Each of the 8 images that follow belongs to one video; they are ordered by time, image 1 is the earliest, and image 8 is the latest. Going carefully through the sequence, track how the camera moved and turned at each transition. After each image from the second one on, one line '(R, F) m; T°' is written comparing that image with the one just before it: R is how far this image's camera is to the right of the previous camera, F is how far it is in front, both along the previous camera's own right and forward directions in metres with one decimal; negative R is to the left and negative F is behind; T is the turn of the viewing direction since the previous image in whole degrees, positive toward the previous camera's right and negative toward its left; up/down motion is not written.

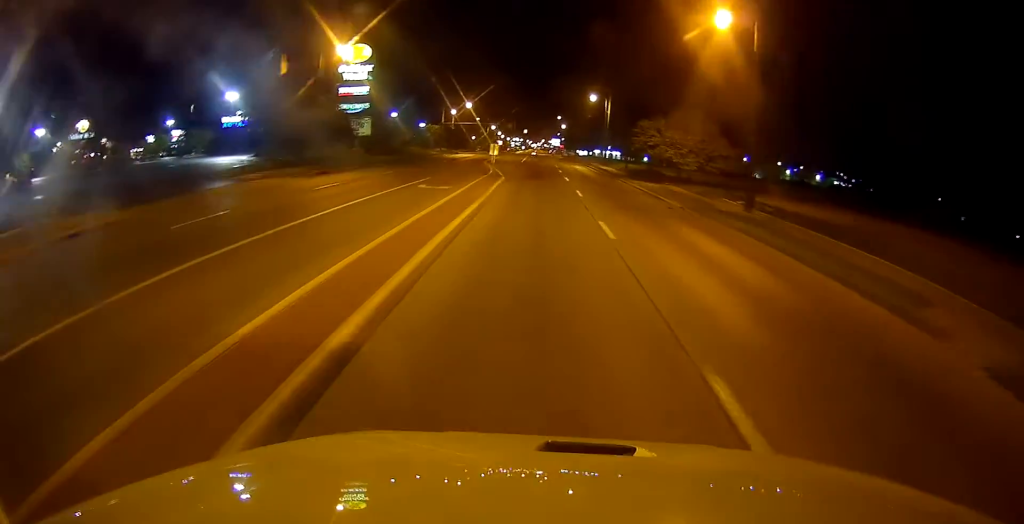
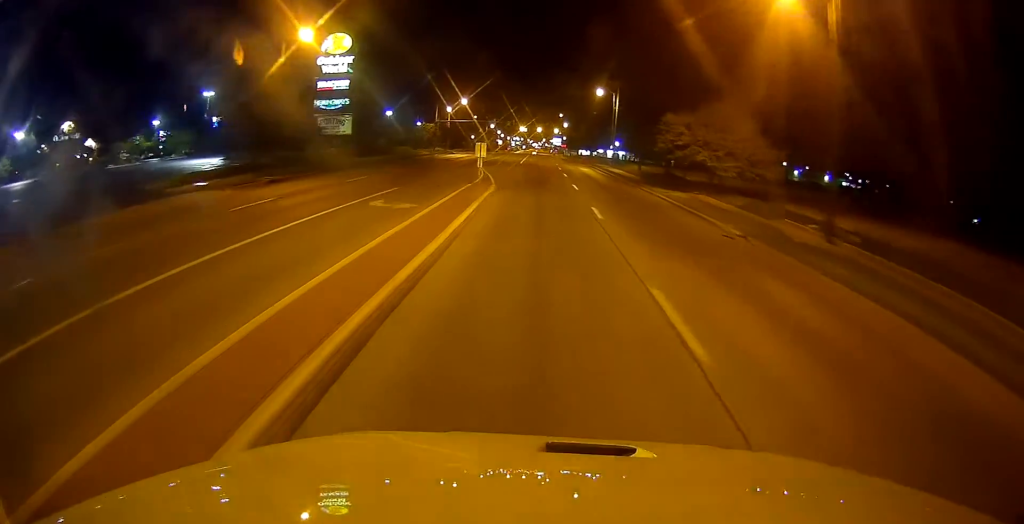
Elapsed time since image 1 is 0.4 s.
(-0.1, +8.2) m; +1°
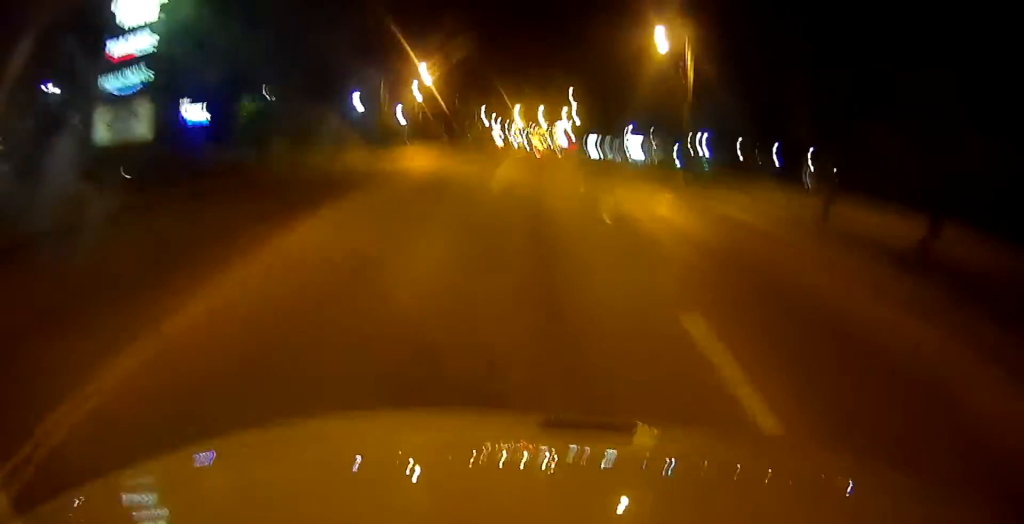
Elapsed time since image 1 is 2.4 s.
(+0.3, +37.5) m; -1°
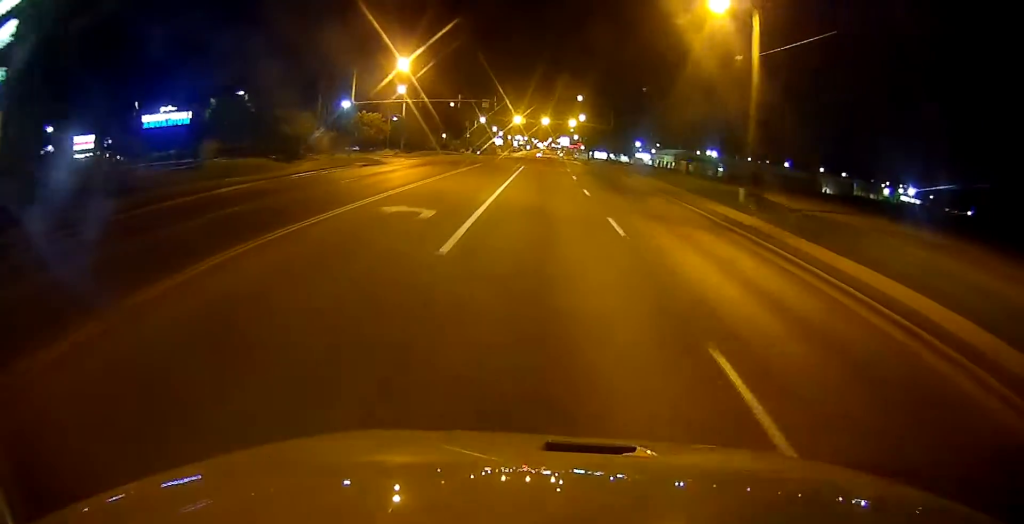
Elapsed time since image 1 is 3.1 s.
(-0.1, +12.5) m; 0°
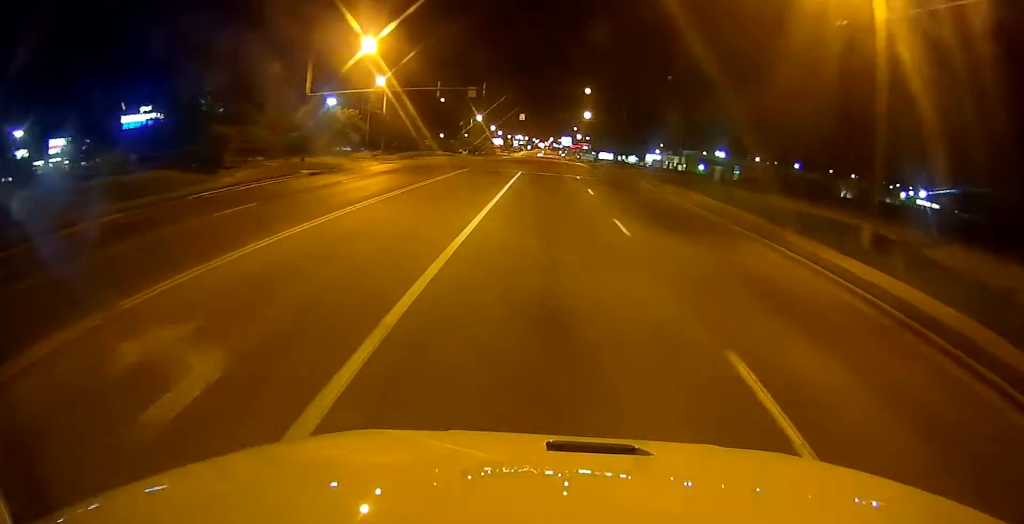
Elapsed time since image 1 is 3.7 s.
(-0.1, +11.8) m; +1°
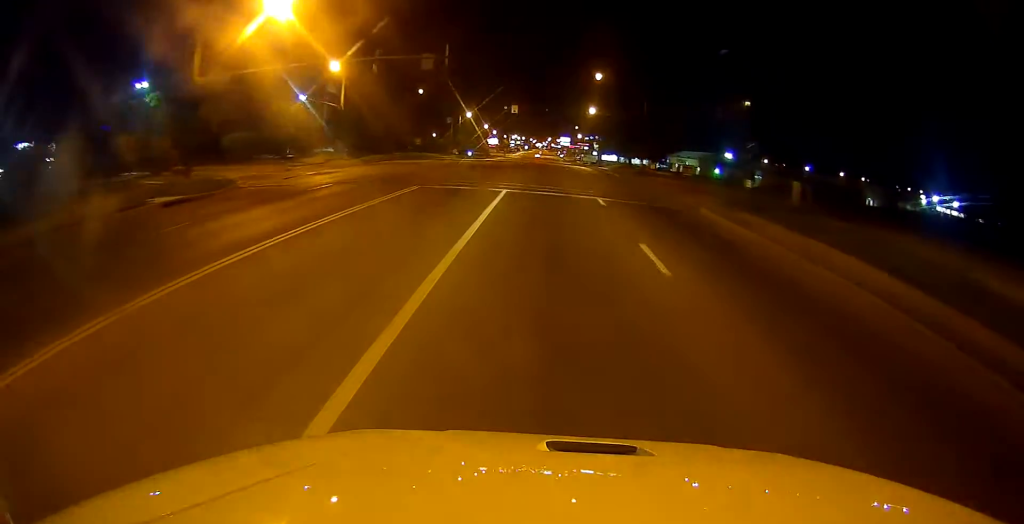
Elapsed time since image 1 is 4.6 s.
(+0.6, +16.2) m; 0°
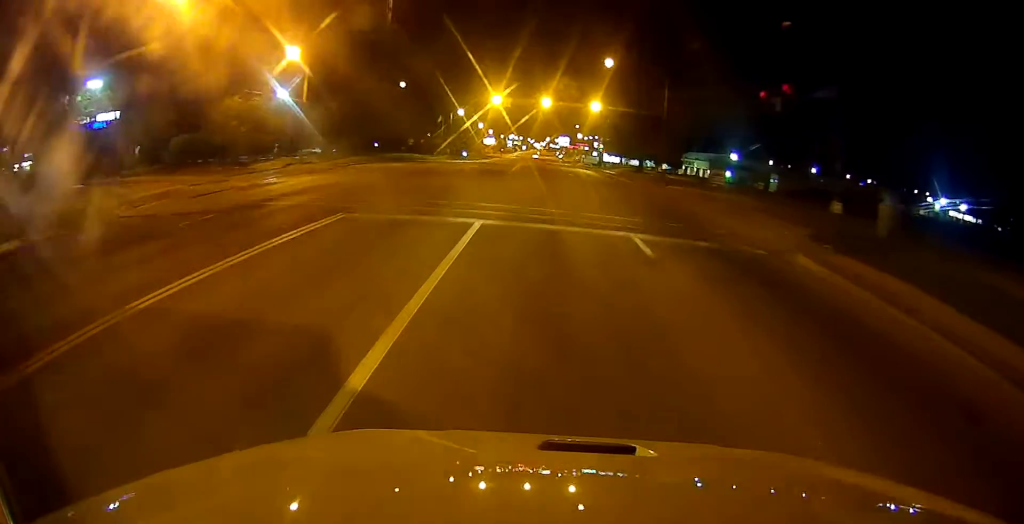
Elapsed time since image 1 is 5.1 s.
(-0.3, +10.0) m; -1°
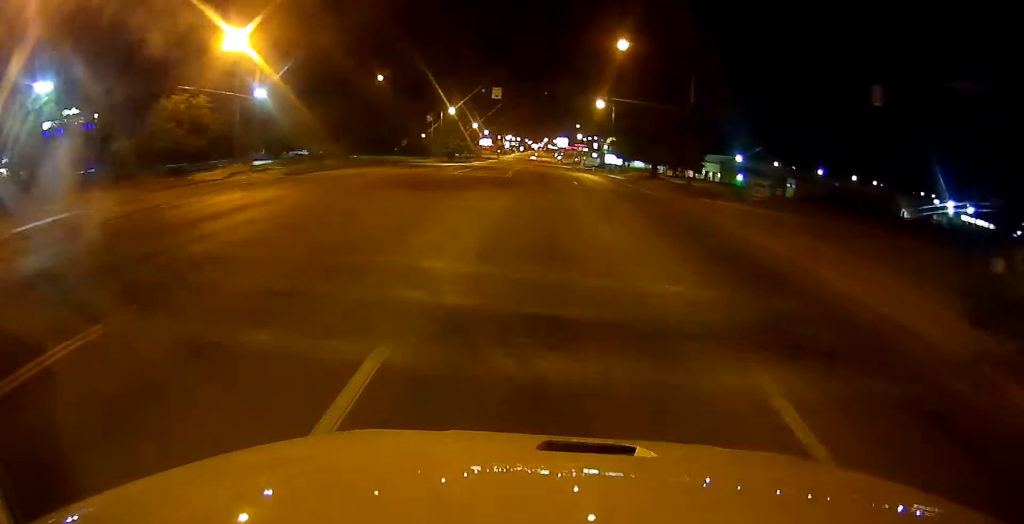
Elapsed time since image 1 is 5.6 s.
(-0.2, +9.4) m; -1°
